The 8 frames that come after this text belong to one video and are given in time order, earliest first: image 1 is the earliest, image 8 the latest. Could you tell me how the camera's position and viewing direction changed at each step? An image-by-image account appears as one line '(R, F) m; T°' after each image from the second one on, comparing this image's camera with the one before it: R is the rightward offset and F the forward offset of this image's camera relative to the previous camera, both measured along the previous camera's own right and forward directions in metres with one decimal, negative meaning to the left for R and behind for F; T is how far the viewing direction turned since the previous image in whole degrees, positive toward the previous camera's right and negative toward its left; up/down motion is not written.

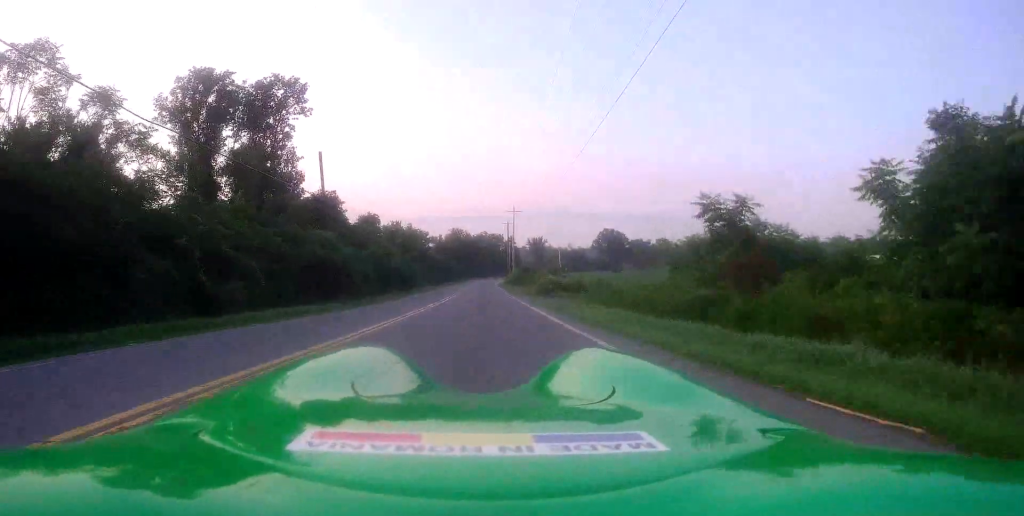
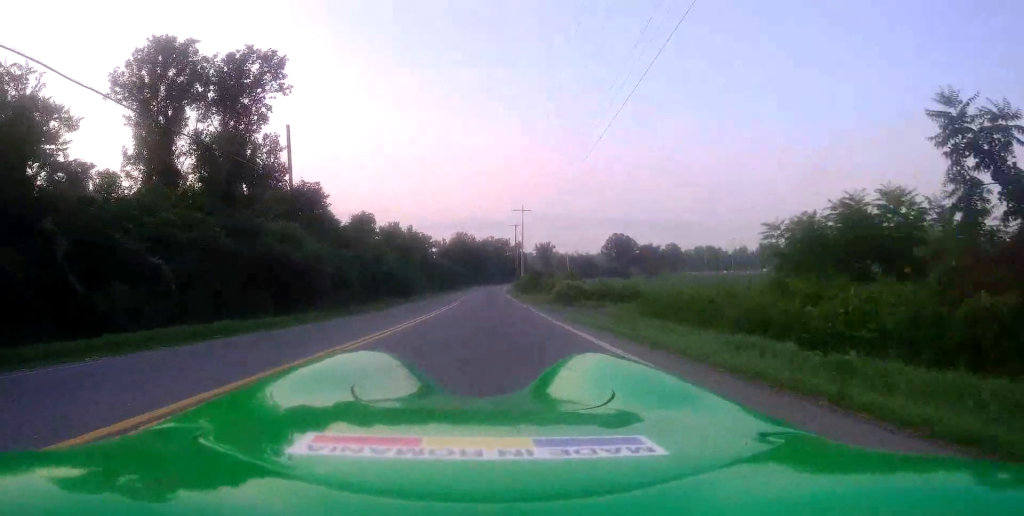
(0.0, +7.4) m; 0°
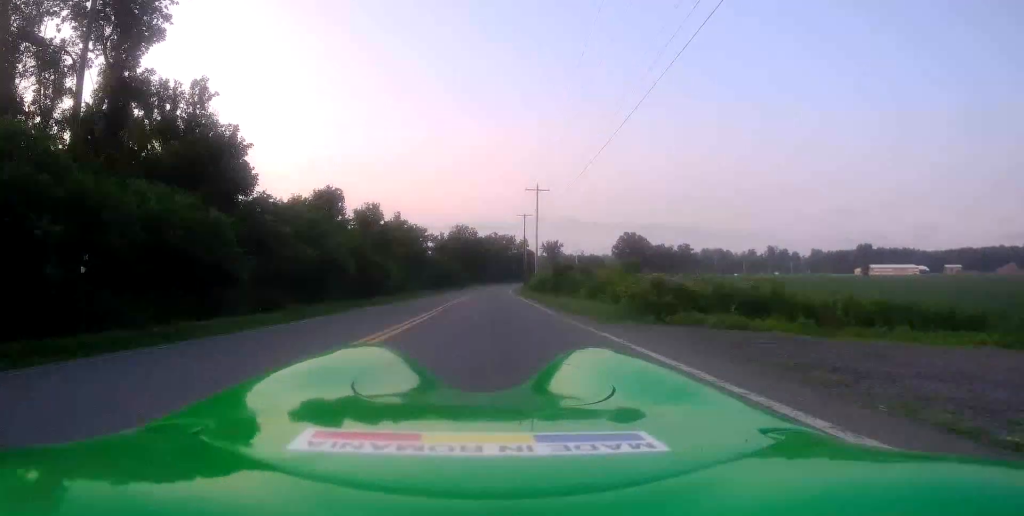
(+0.2, +17.6) m; 0°
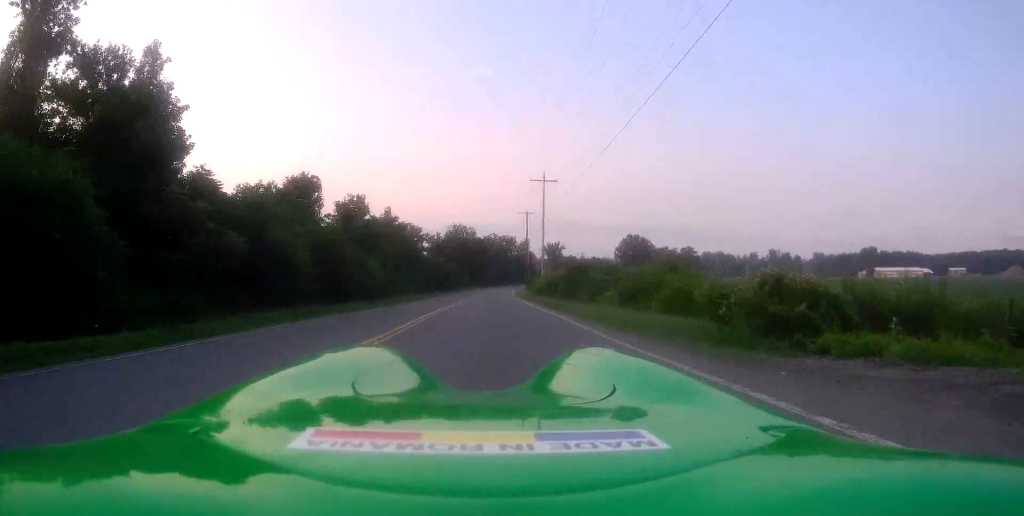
(+0.1, +7.6) m; 0°
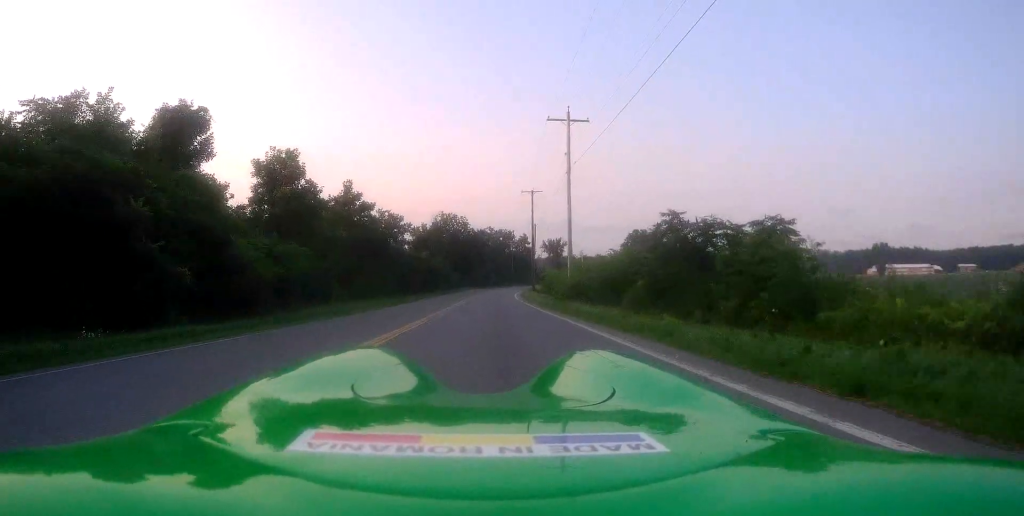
(-0.4, +19.4) m; -2°
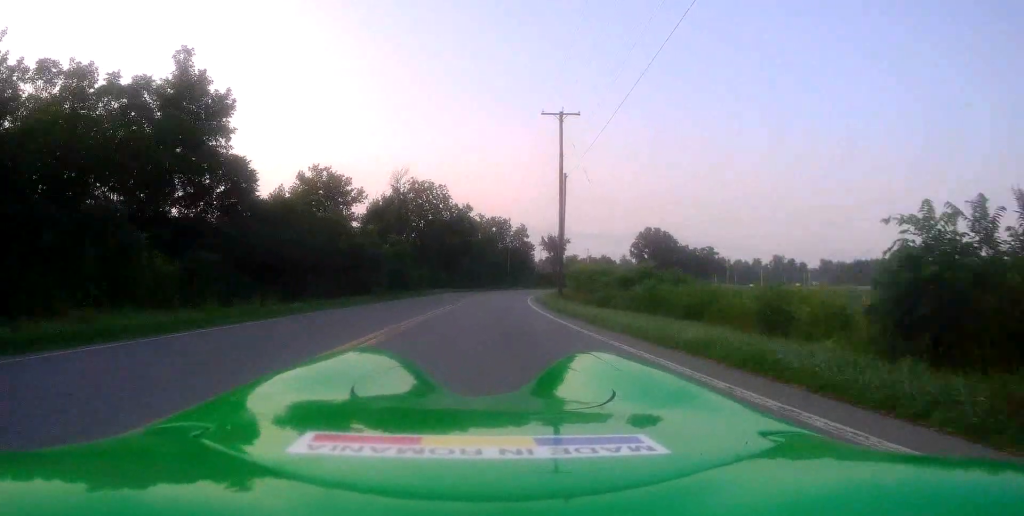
(+0.1, +30.7) m; +1°
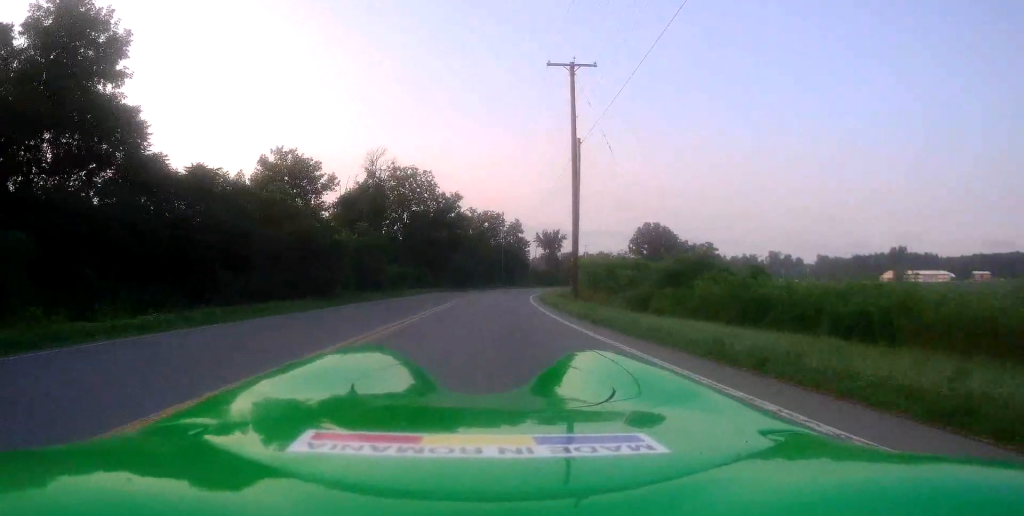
(0.0, +8.8) m; 0°
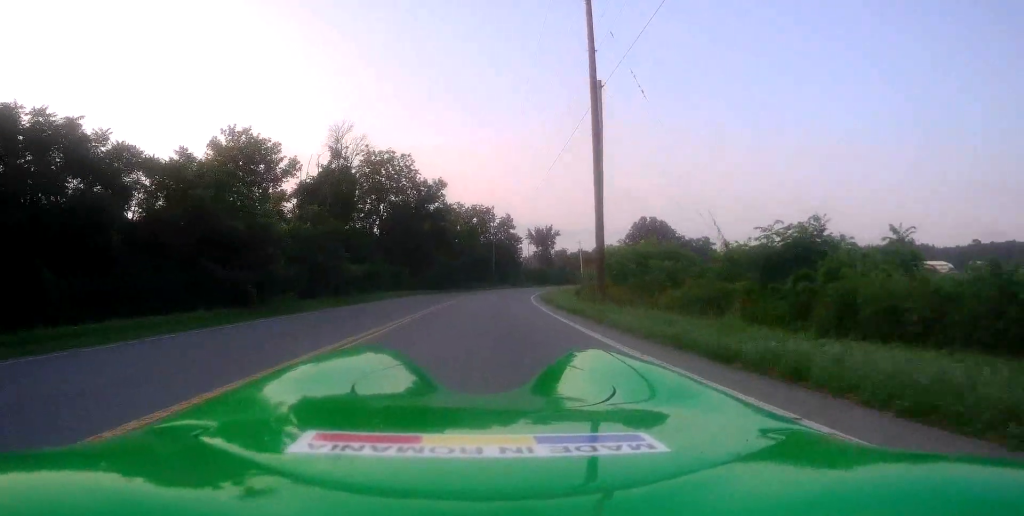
(0.0, +8.2) m; 0°
